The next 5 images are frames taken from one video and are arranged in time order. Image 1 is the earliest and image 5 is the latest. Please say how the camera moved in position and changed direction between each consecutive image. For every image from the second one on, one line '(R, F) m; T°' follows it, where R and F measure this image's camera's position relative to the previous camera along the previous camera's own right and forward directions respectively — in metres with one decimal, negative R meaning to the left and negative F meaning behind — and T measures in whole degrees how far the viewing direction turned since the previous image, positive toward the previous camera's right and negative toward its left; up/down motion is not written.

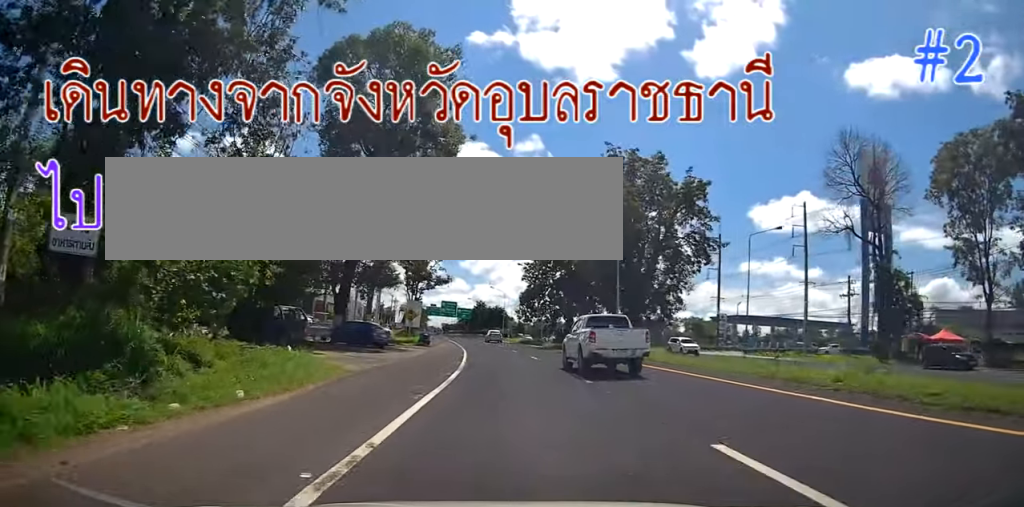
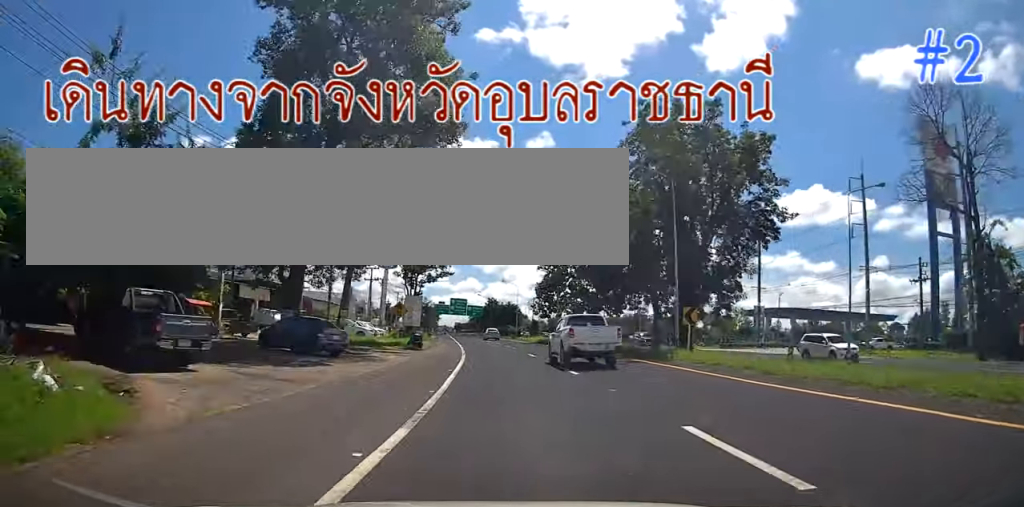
(+0.1, +11.0) m; -2°
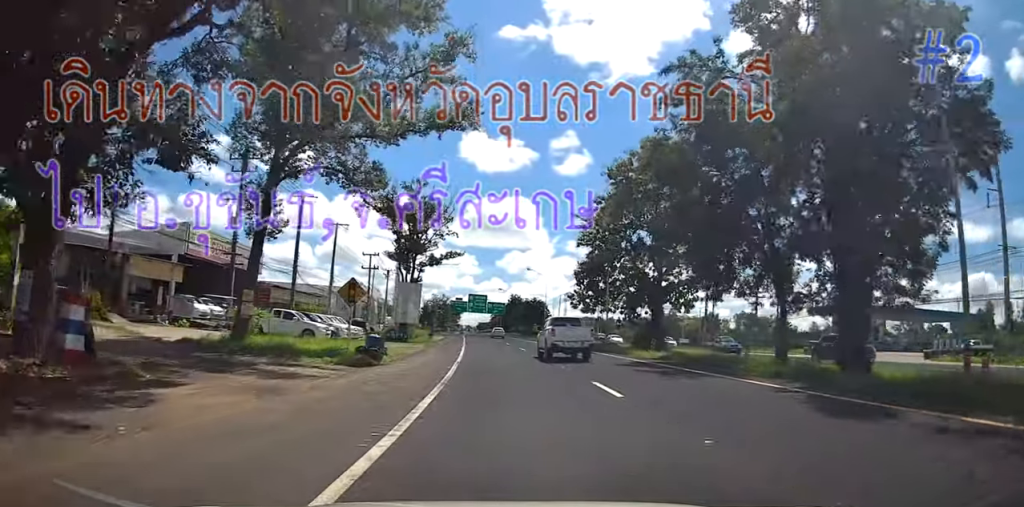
(-0.7, +17.6) m; -3°
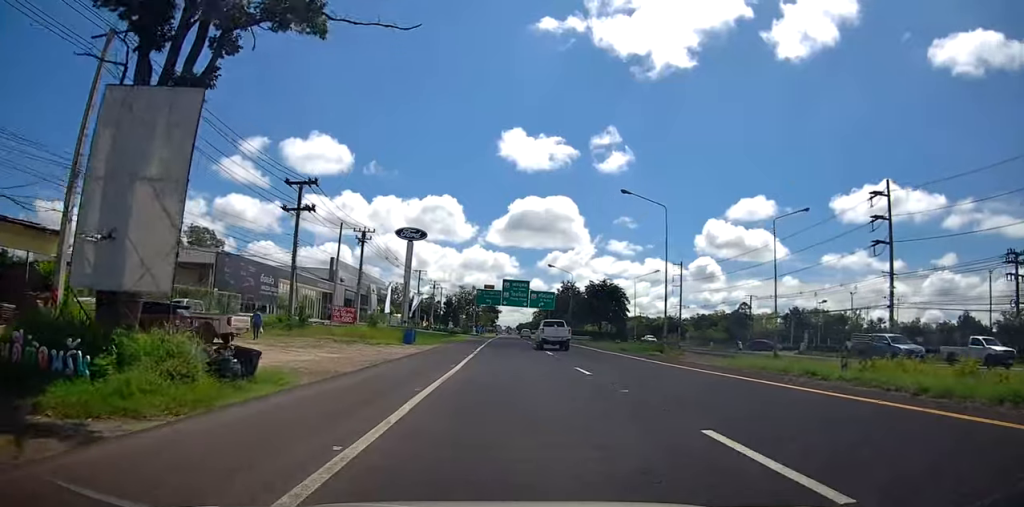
(-1.2, +44.0) m; -3°
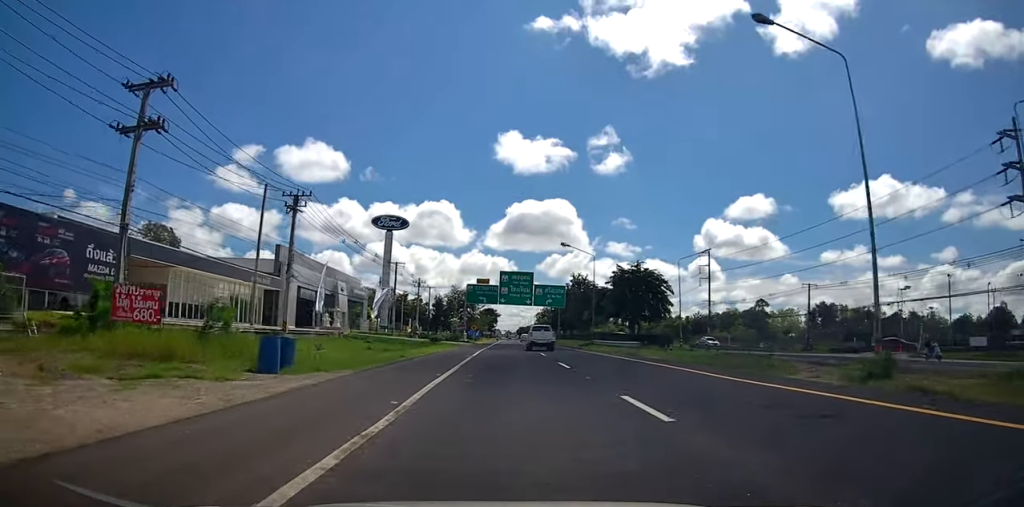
(-0.2, +20.5) m; -1°
